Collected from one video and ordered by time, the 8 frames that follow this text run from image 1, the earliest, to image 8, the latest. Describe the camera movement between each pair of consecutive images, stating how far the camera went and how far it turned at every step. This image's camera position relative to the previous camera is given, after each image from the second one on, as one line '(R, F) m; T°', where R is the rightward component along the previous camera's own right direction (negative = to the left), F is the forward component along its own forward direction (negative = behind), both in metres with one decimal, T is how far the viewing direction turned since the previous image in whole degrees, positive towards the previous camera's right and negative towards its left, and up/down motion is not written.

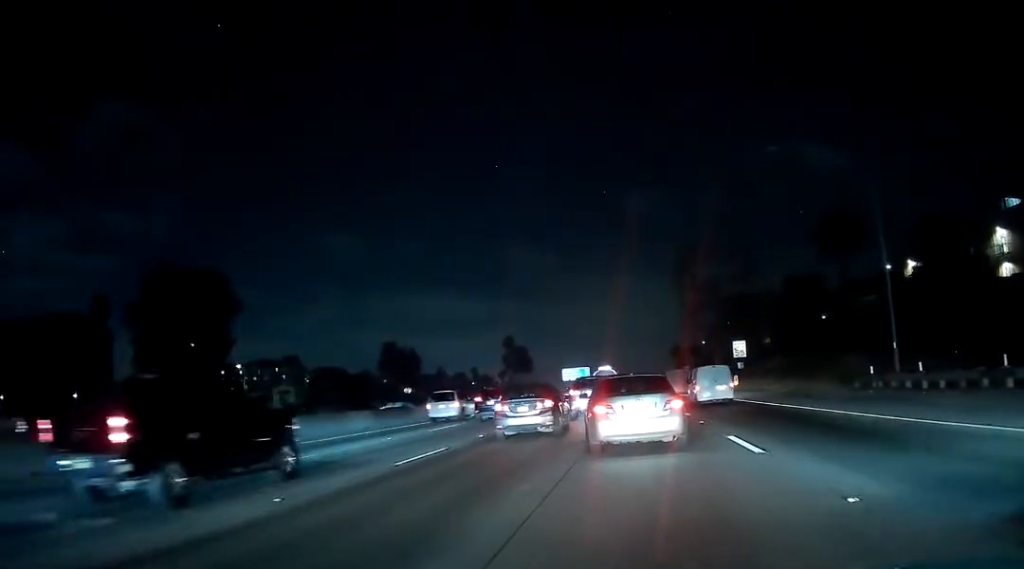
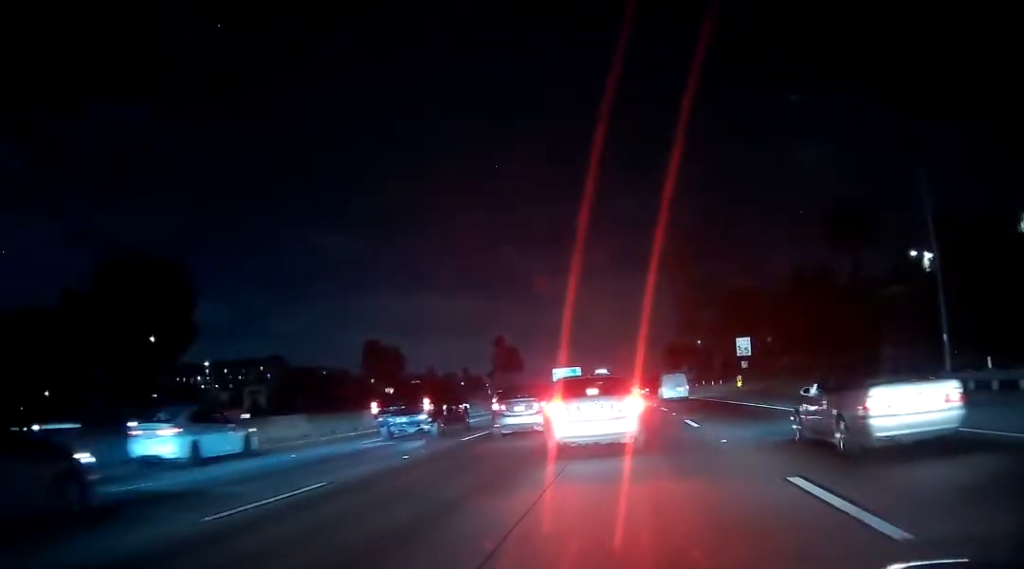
(+0.3, +7.4) m; +2°
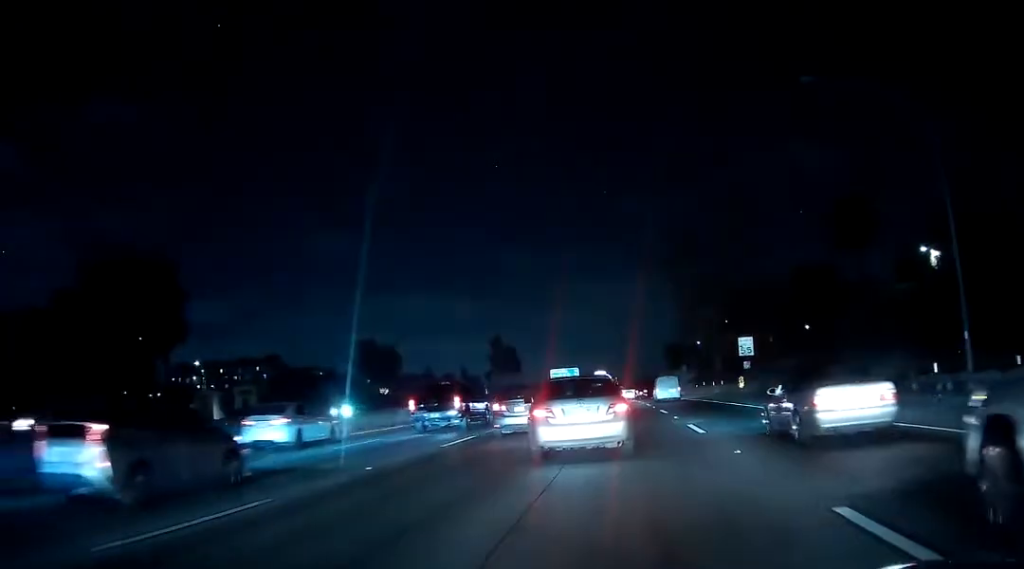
(0.0, +2.2) m; -1°
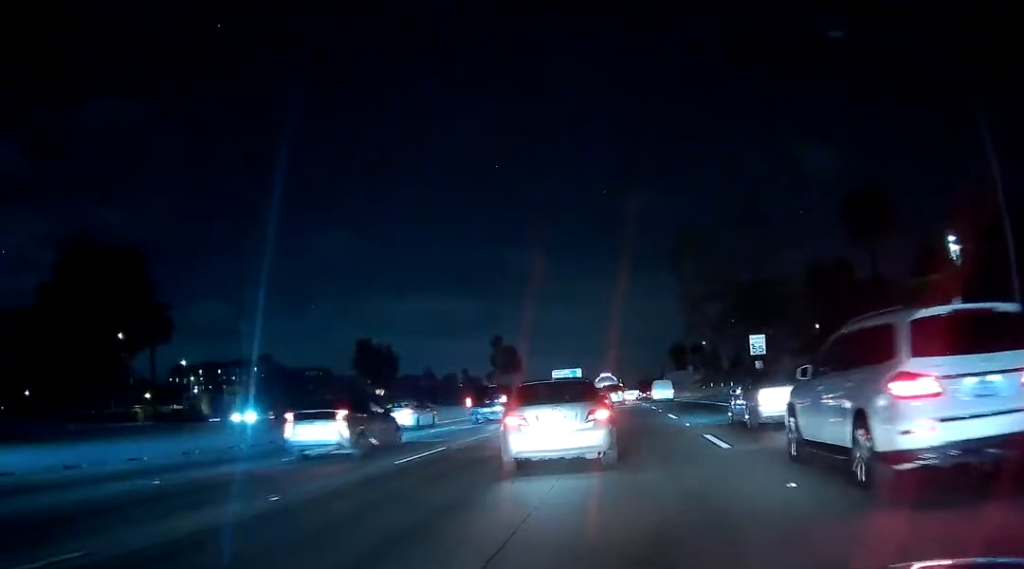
(0.0, +4.5) m; 0°
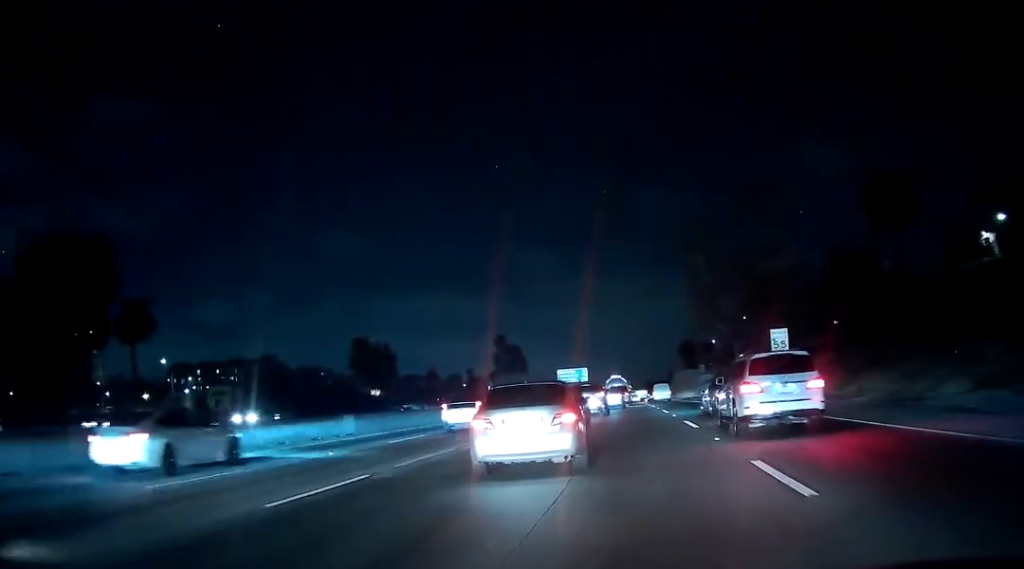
(-0.1, +6.4) m; -3°
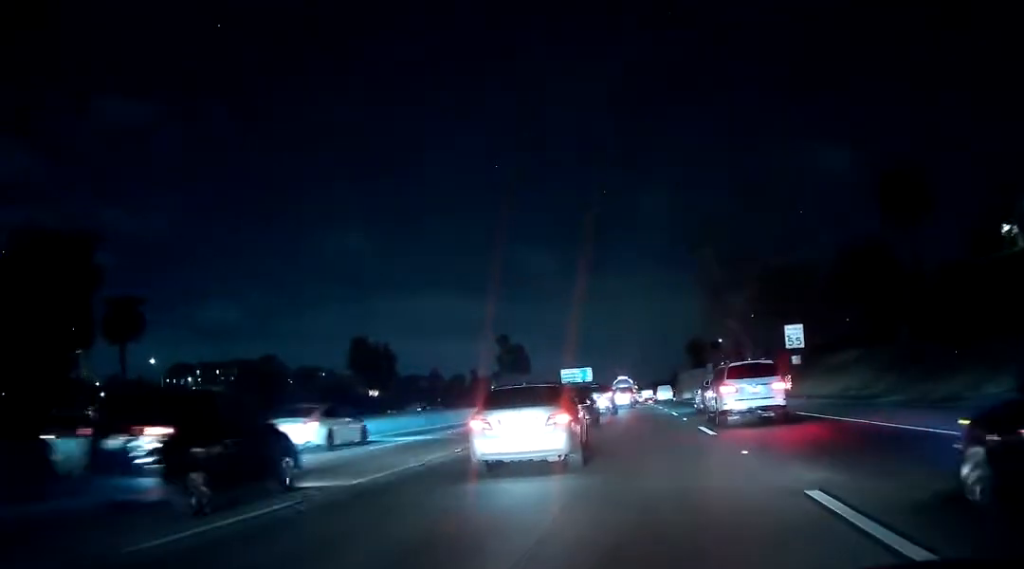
(-0.1, +3.6) m; -1°
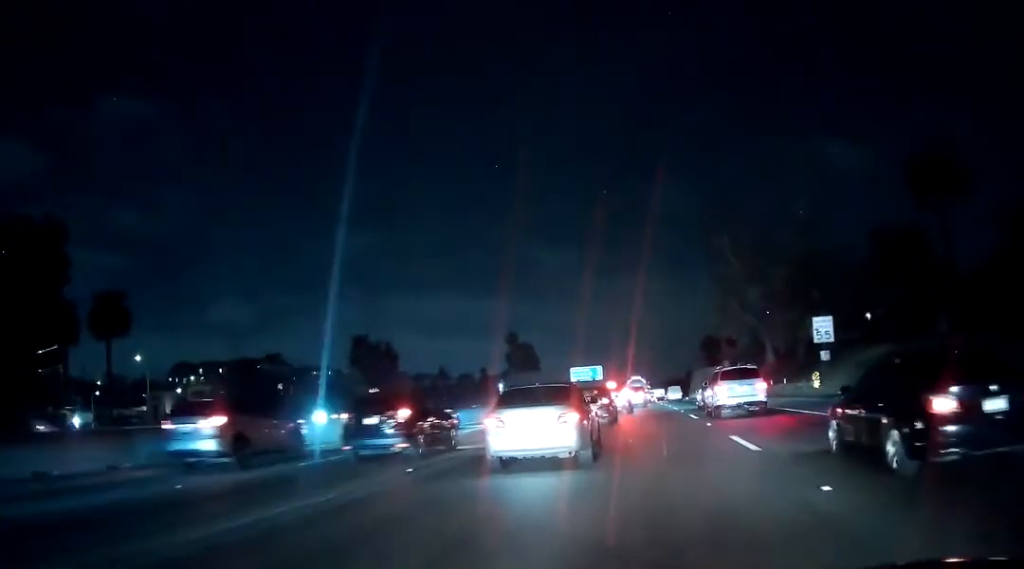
(+0.1, +5.2) m; +1°
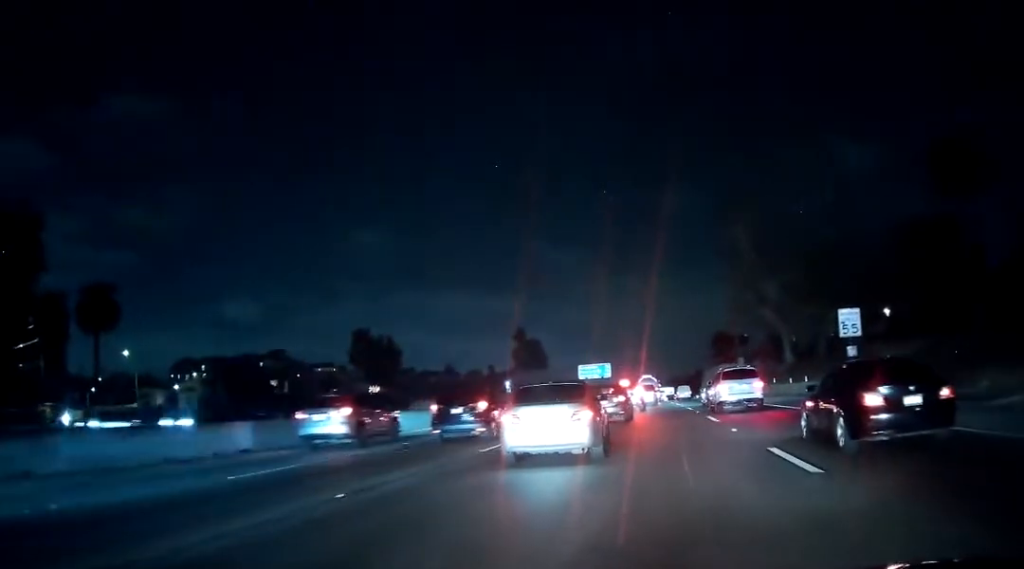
(0.0, +3.8) m; +1°
